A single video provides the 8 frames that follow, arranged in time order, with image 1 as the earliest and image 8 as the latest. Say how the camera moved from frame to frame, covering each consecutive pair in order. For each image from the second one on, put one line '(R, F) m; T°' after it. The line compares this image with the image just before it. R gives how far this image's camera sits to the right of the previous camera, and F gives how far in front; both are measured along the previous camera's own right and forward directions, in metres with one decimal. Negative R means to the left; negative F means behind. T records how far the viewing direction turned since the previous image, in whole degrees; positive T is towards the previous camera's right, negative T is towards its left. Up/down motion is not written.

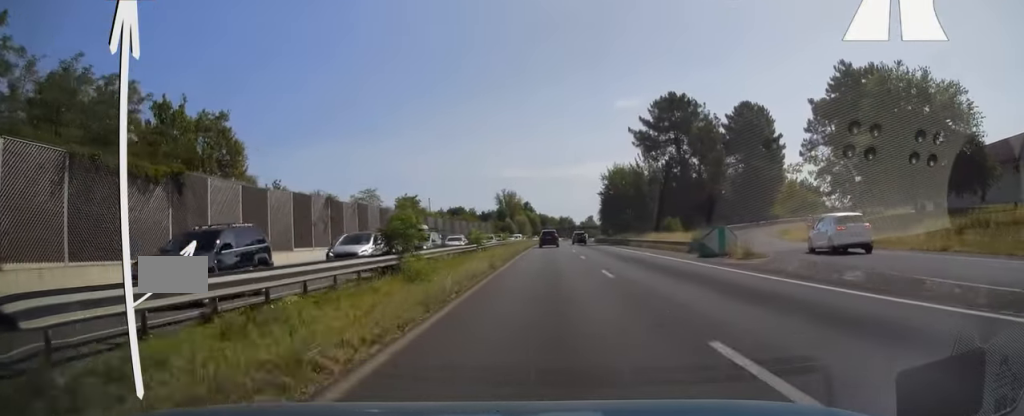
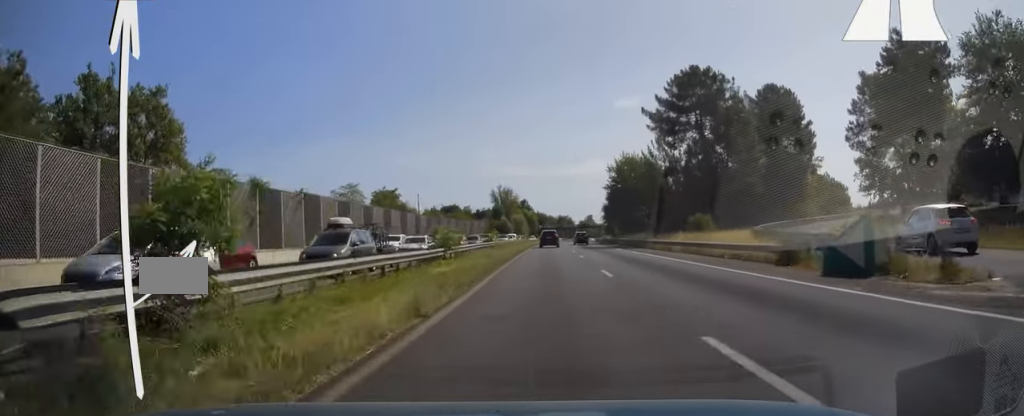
(-0.2, +13.2) m; 0°
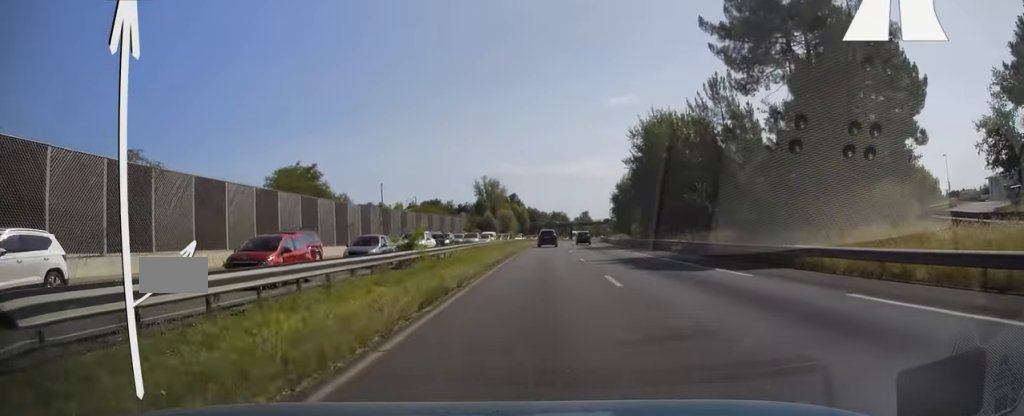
(+0.4, +30.6) m; +1°
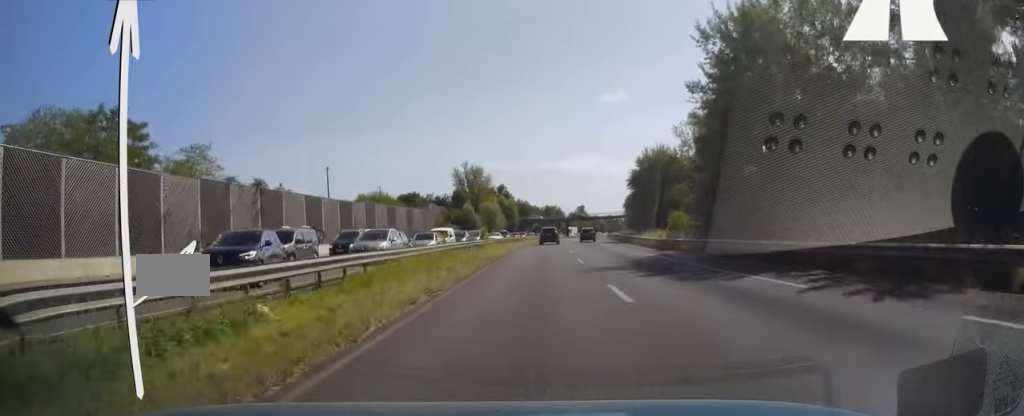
(+0.1, +30.1) m; +1°
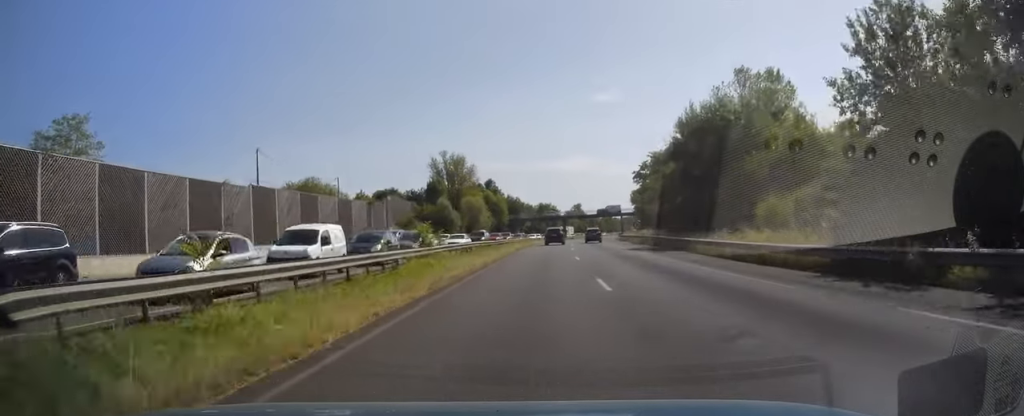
(+0.4, +25.1) m; +1°
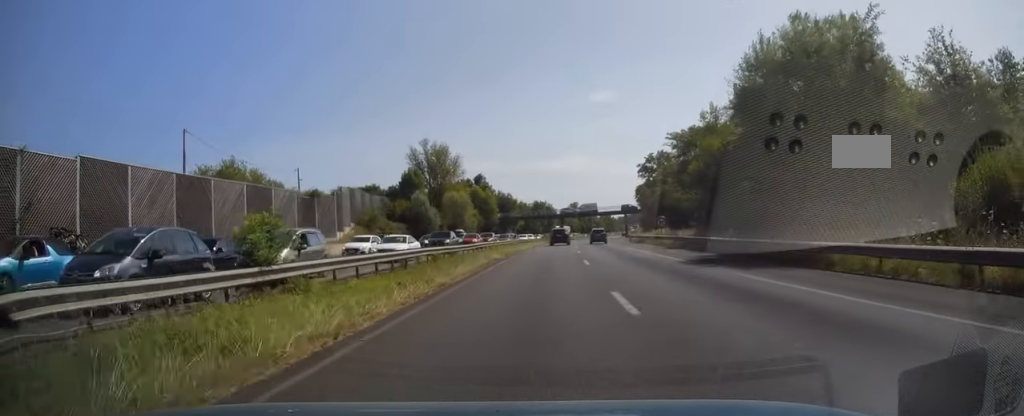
(0.0, +17.2) m; 0°
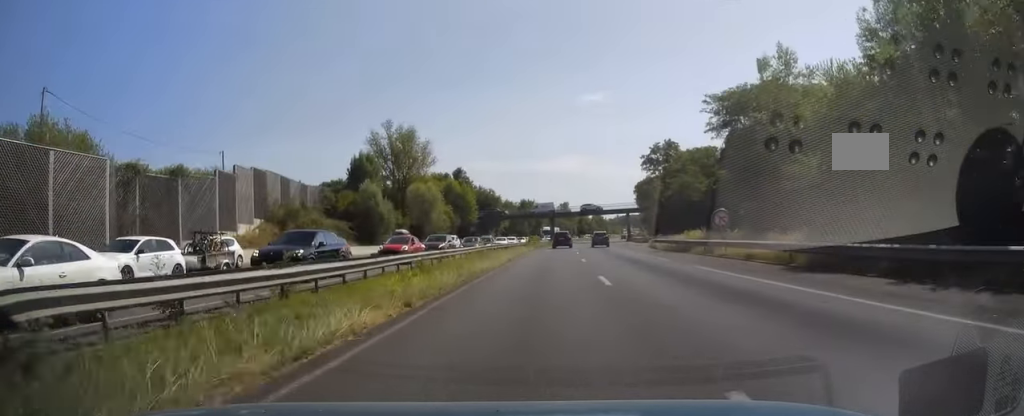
(0.0, +21.7) m; 0°
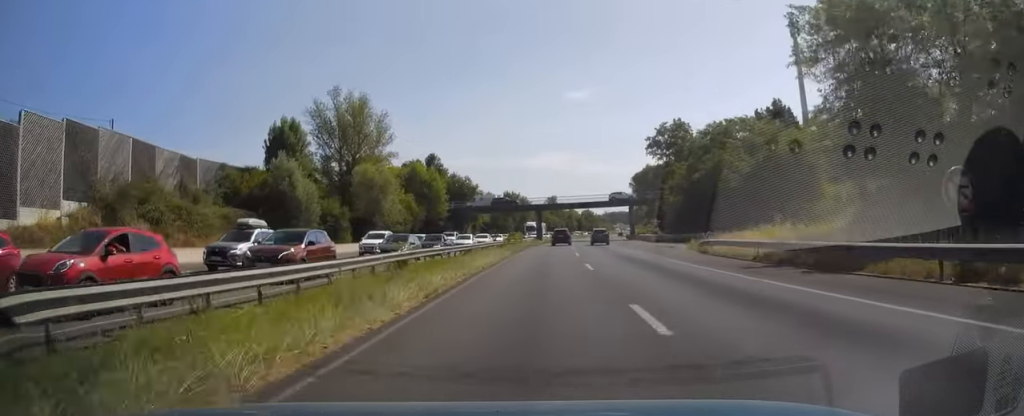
(0.0, +21.2) m; +1°
